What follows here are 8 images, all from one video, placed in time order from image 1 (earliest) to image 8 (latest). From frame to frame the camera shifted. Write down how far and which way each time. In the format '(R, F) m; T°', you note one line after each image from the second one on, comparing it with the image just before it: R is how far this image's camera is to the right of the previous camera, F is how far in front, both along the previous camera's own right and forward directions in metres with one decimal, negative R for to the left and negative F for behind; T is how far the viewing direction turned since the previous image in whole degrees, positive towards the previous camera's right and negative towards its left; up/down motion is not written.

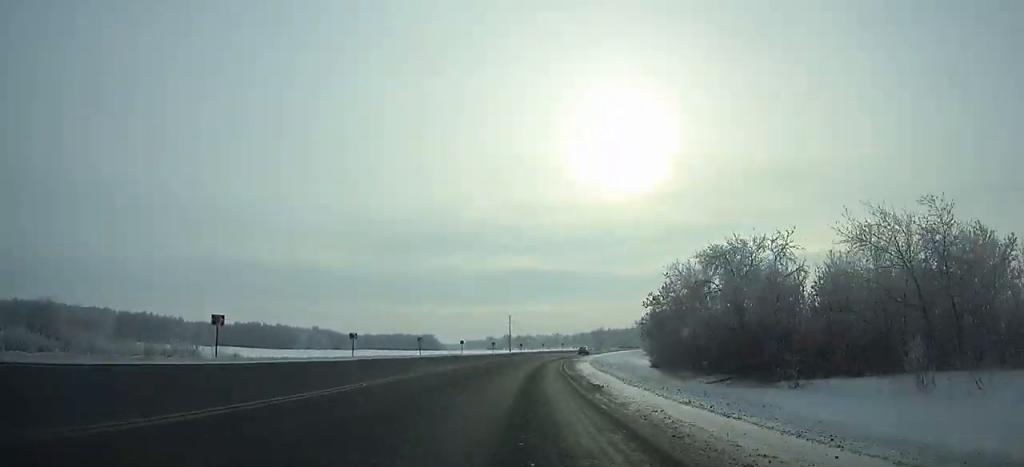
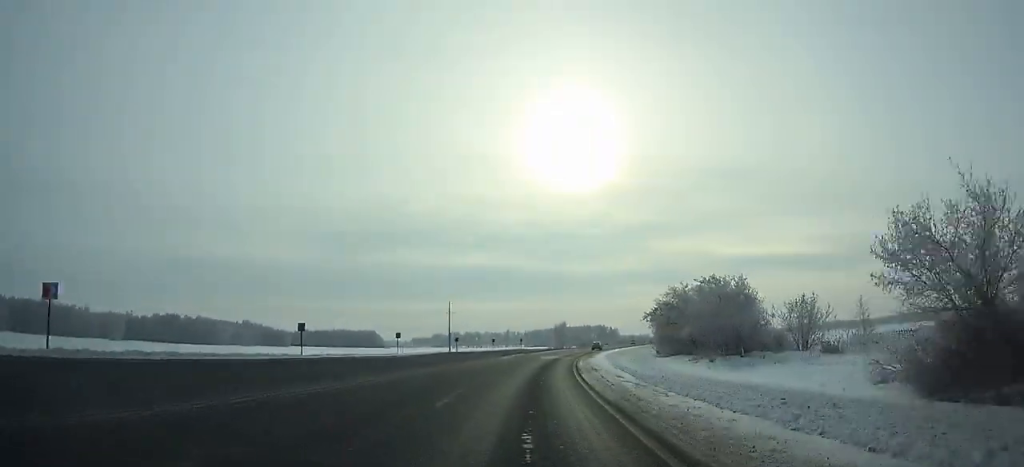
(+2.2, +48.6) m; +5°
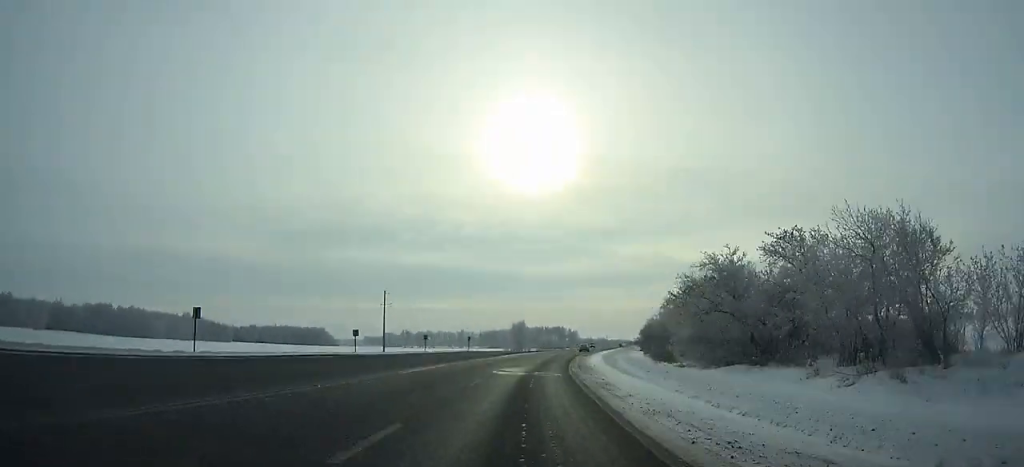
(+0.5, +29.1) m; +3°
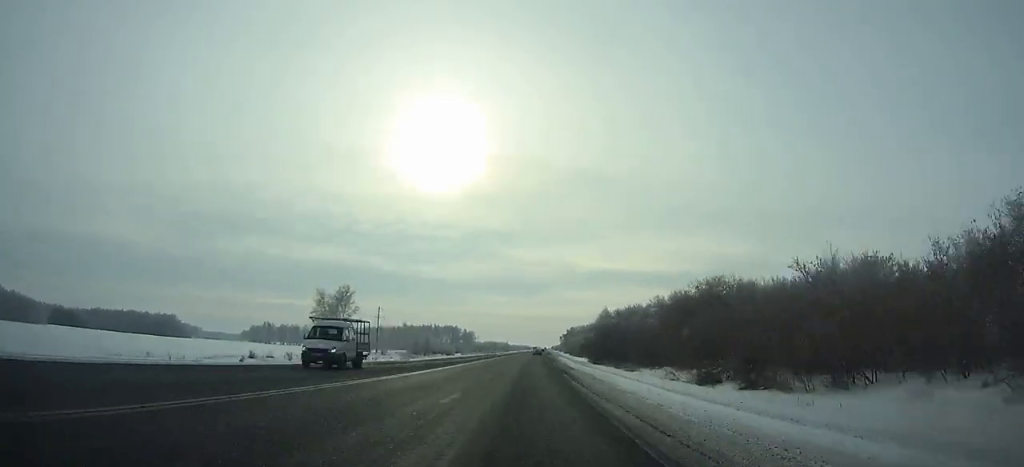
(+9.6, +112.7) m; +7°
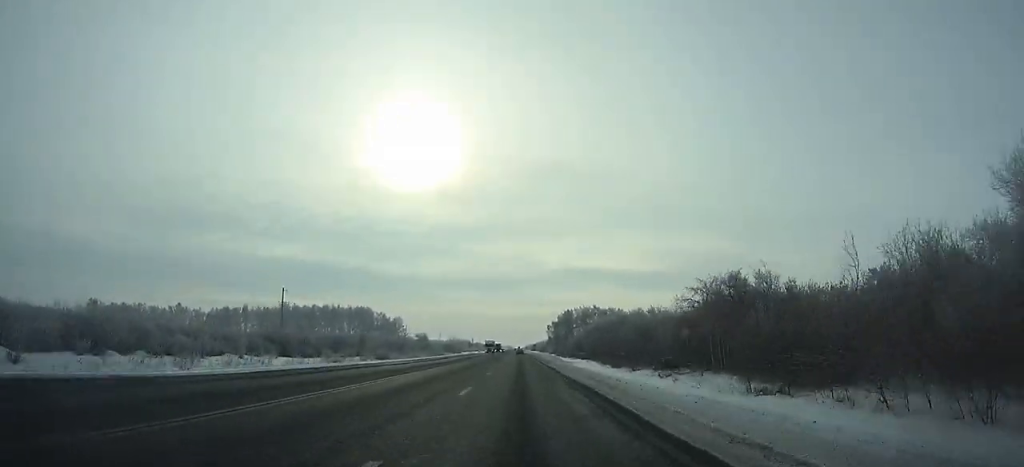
(+4.4, +201.6) m; +2°
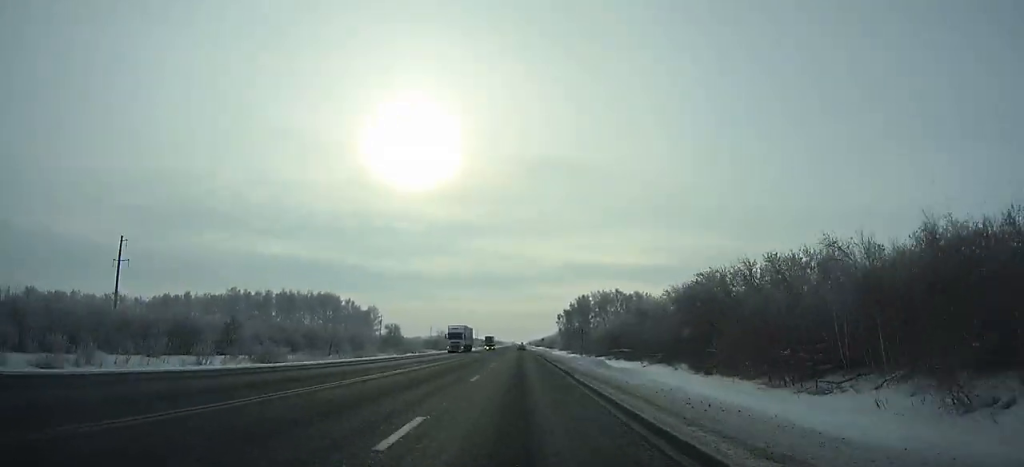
(0.0, +56.7) m; 0°
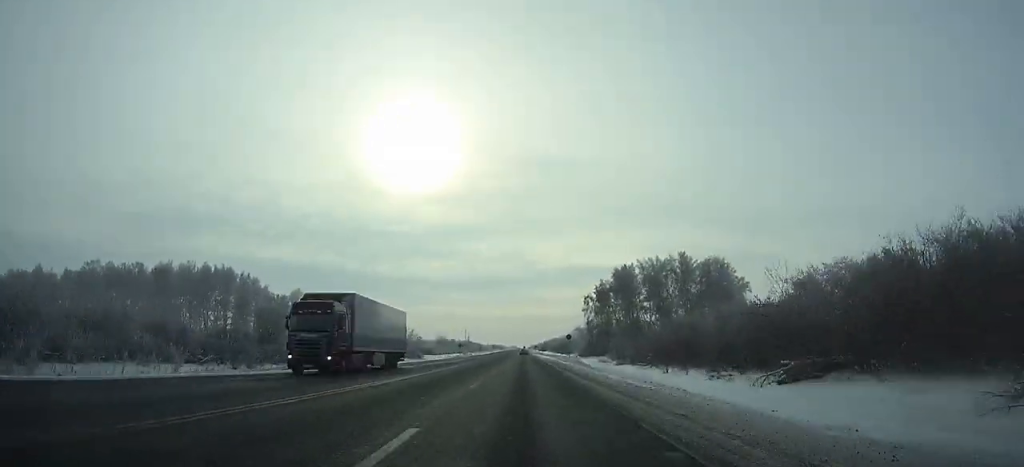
(0.0, +85.1) m; 0°
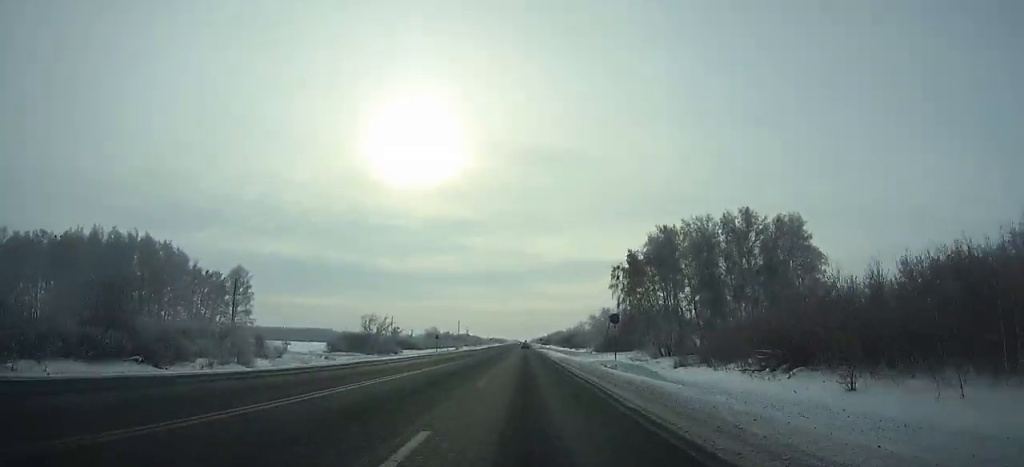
(0.0, +36.0) m; 0°
